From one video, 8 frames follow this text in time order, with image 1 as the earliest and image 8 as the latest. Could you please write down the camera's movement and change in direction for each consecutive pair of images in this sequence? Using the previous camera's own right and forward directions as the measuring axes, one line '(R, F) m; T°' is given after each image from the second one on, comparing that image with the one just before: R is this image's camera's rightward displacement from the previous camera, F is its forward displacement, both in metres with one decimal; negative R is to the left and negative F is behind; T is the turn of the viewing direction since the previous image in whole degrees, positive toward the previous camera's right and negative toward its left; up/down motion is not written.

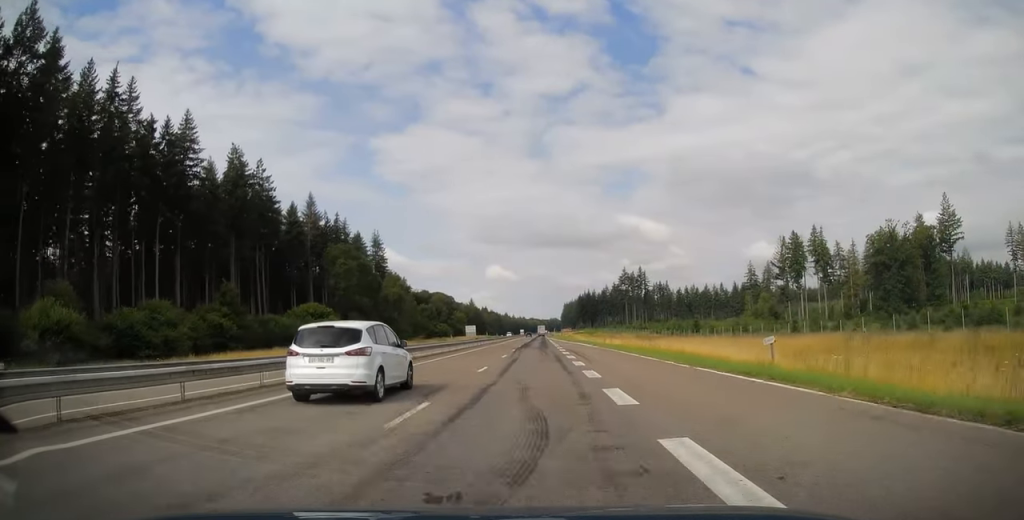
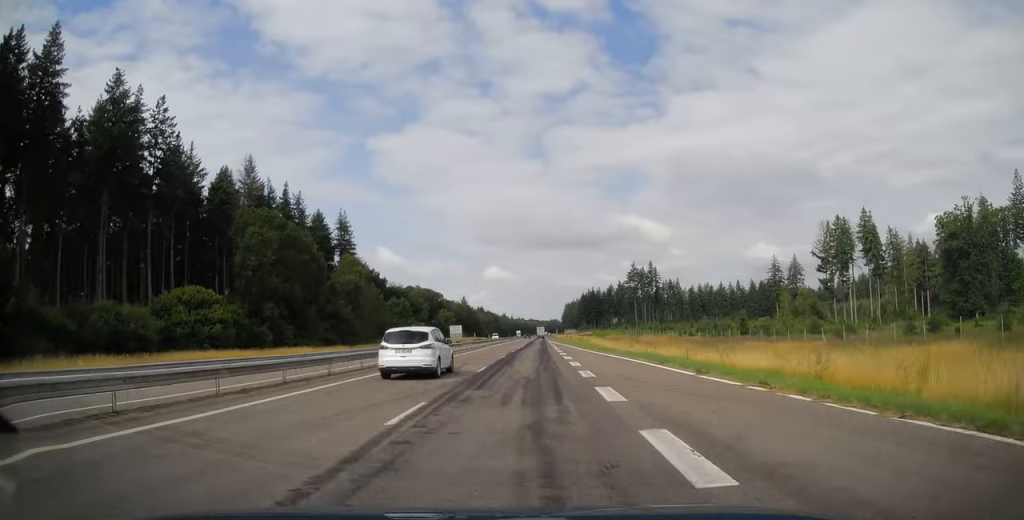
(+0.2, +38.1) m; 0°
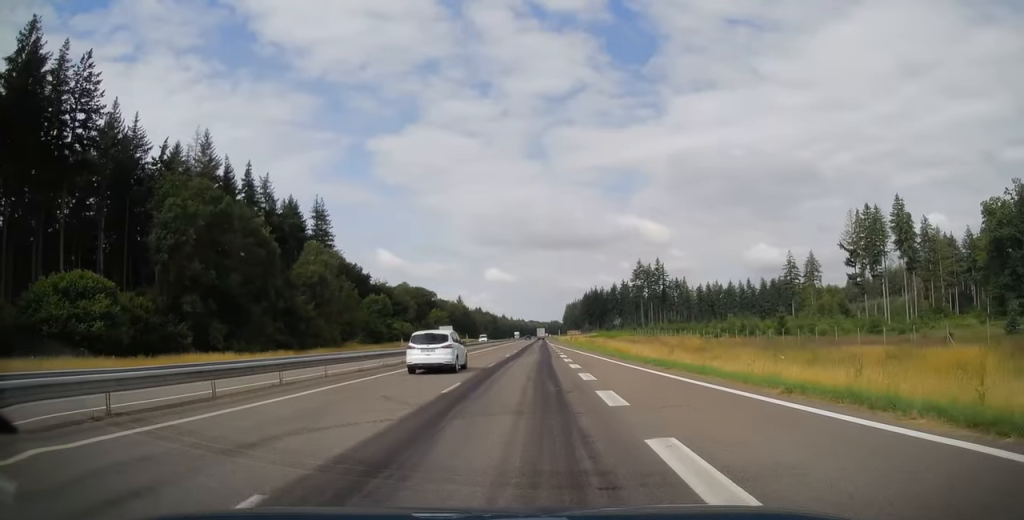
(-0.3, +20.1) m; 0°
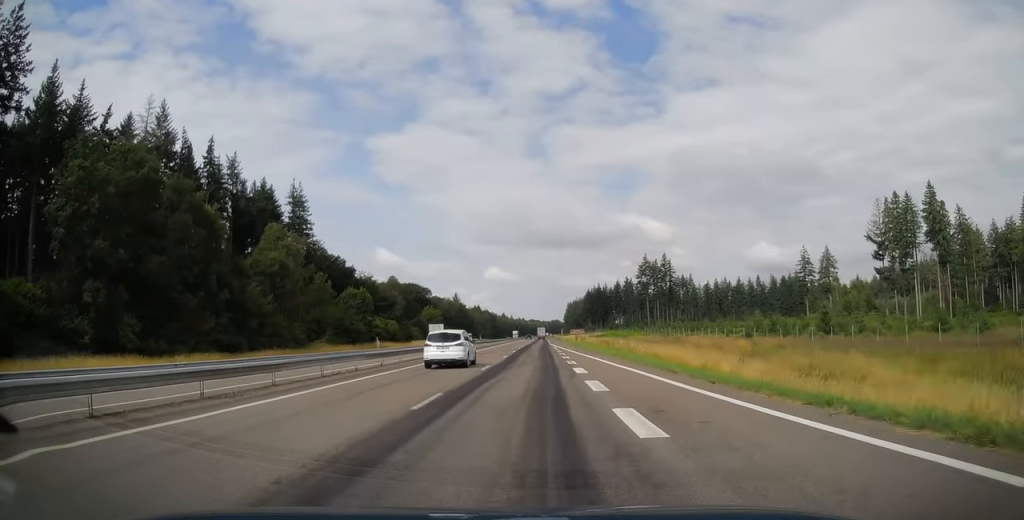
(+0.2, +16.4) m; 0°
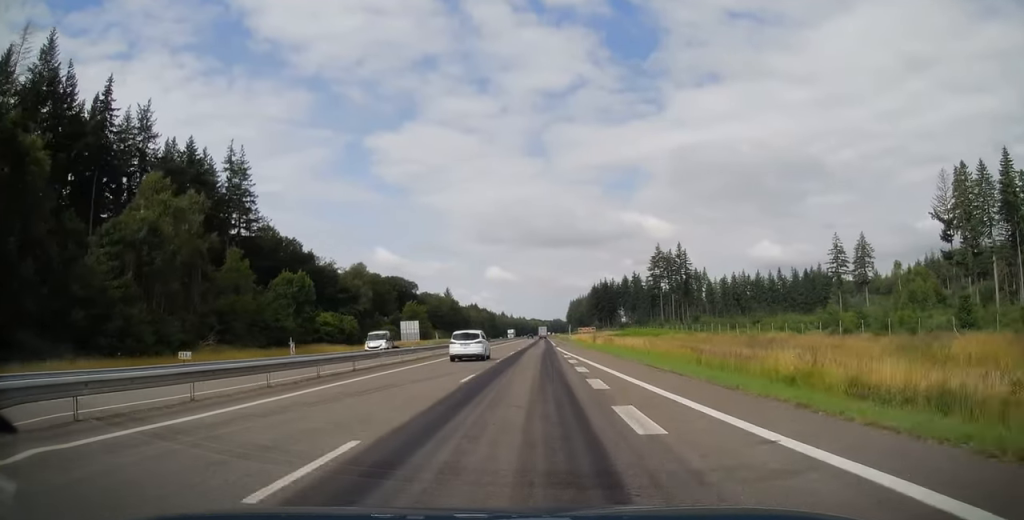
(0.0, +32.2) m; 0°
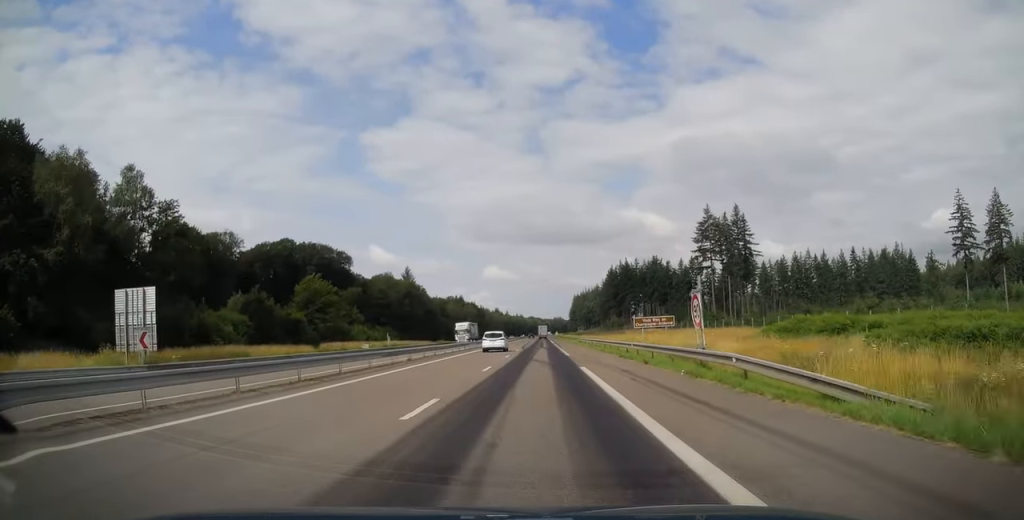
(+0.4, +85.5) m; +1°
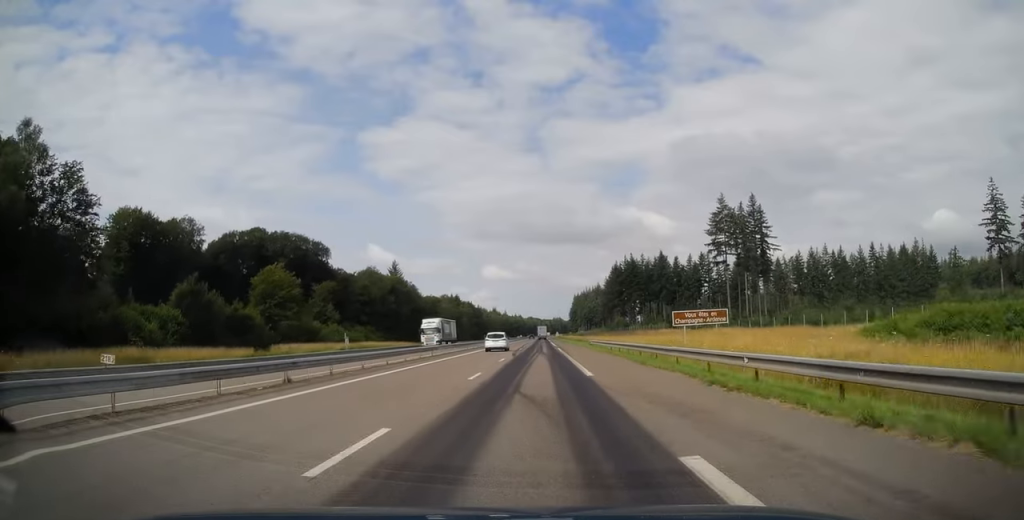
(0.0, +16.7) m; 0°
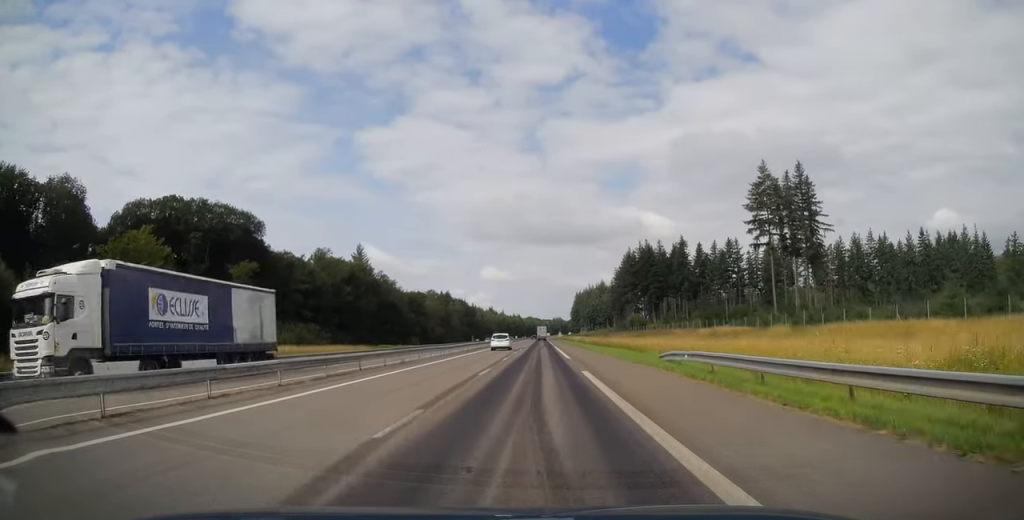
(-0.4, +36.3) m; 0°
